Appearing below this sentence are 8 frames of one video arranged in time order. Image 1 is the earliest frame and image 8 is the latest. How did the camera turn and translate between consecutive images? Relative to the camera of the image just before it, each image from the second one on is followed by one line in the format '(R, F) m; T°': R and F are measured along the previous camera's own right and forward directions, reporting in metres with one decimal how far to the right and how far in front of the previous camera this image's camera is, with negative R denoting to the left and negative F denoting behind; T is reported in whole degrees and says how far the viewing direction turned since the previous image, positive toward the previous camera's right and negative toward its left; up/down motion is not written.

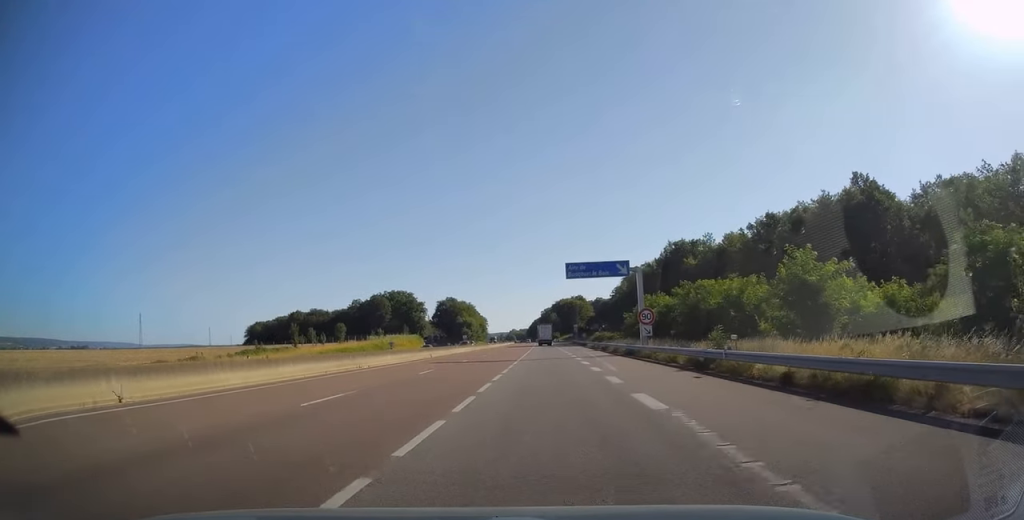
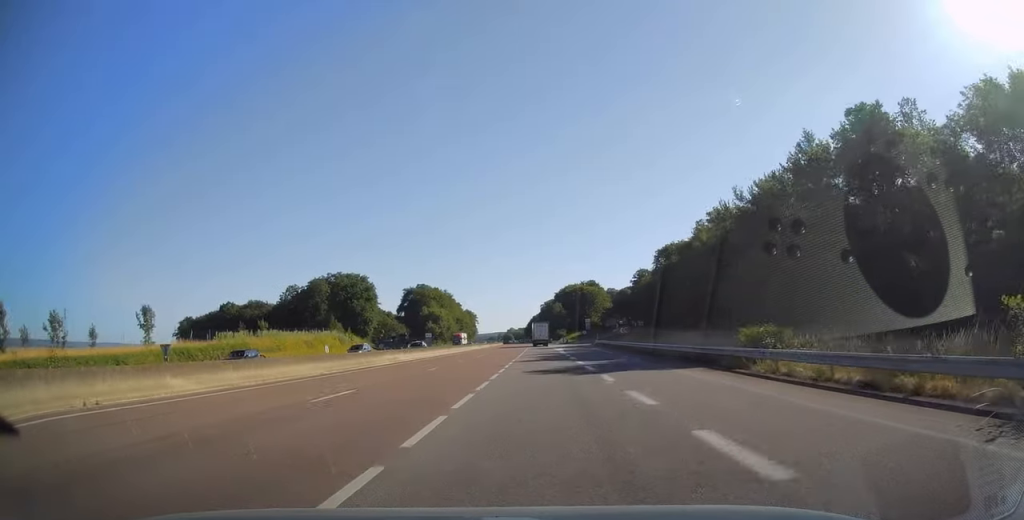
(-0.2, +76.3) m; 0°
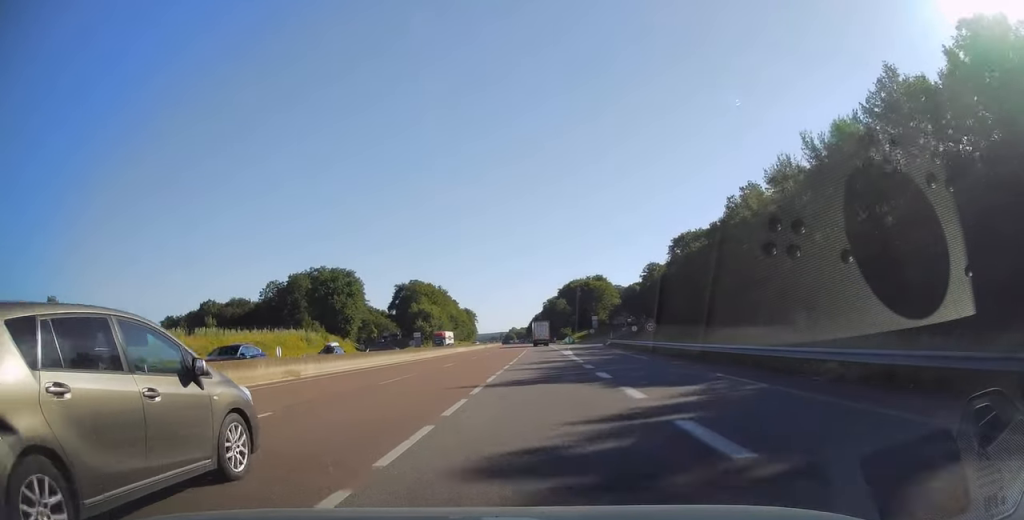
(+0.2, +18.2) m; 0°
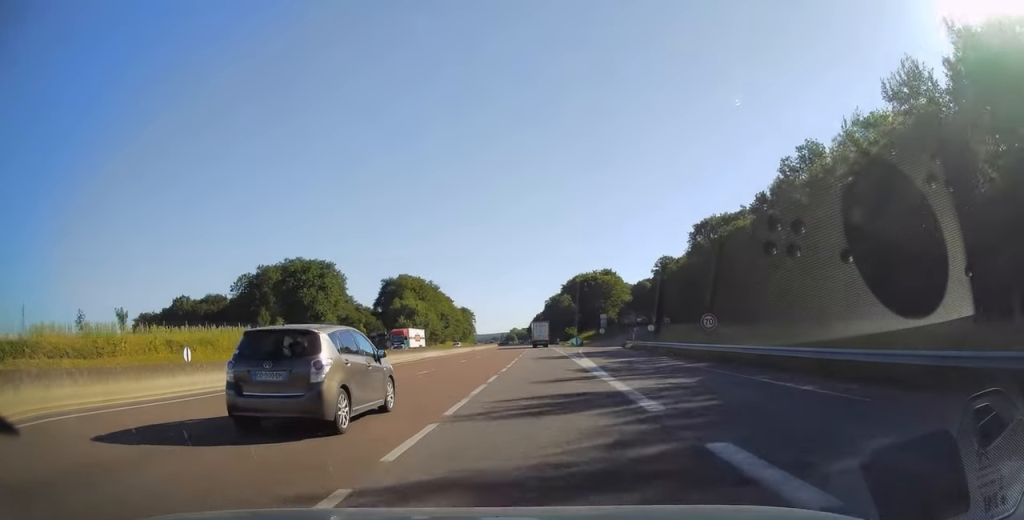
(-0.1, +21.2) m; 0°
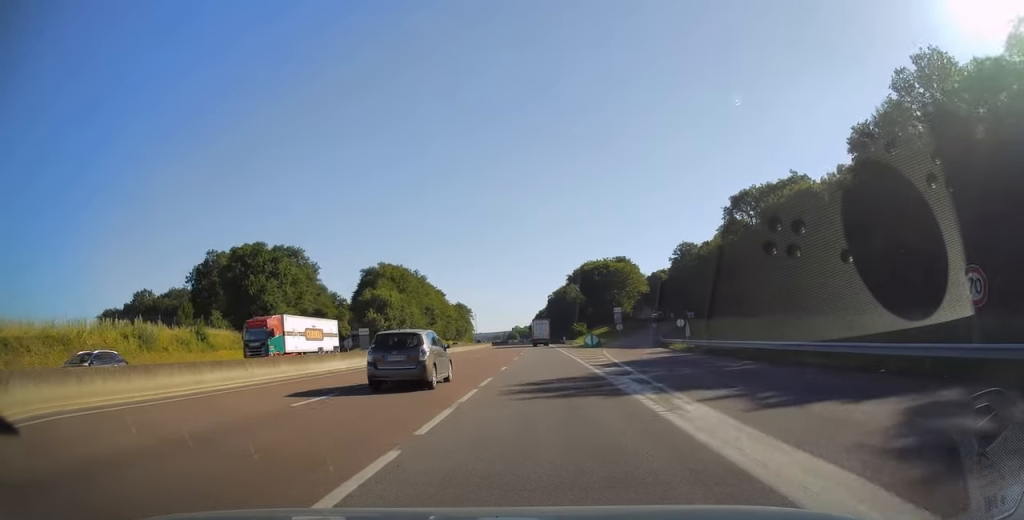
(-0.1, +26.2) m; 0°
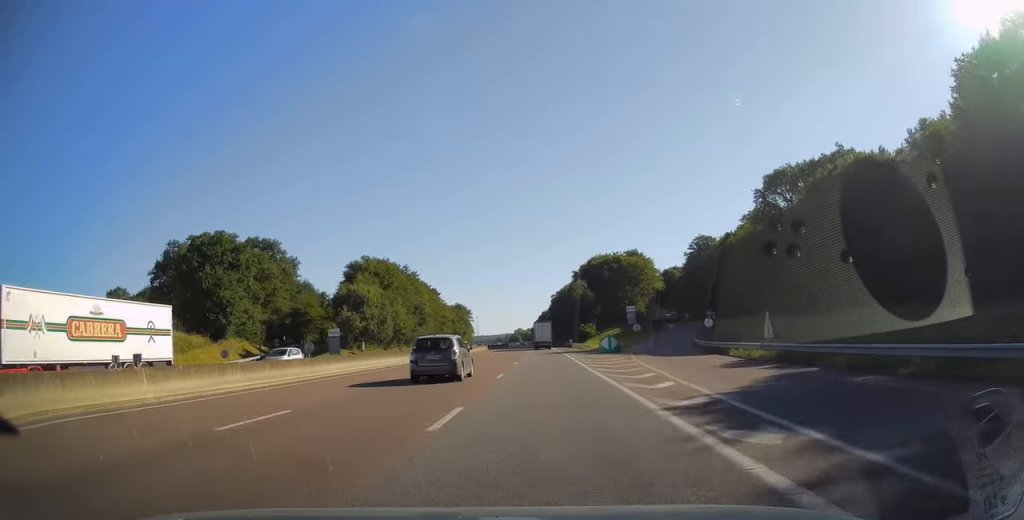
(0.0, +16.3) m; 0°
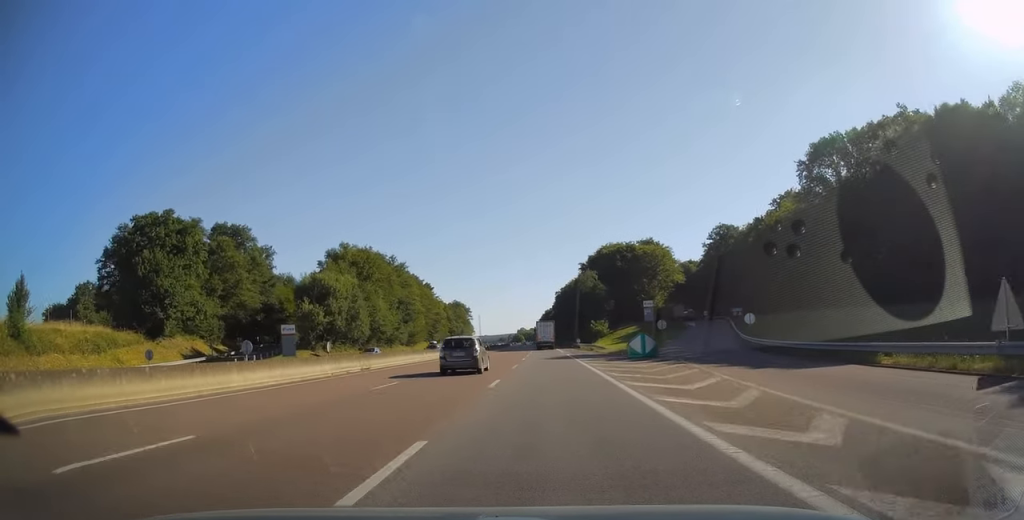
(0.0, +16.8) m; 0°
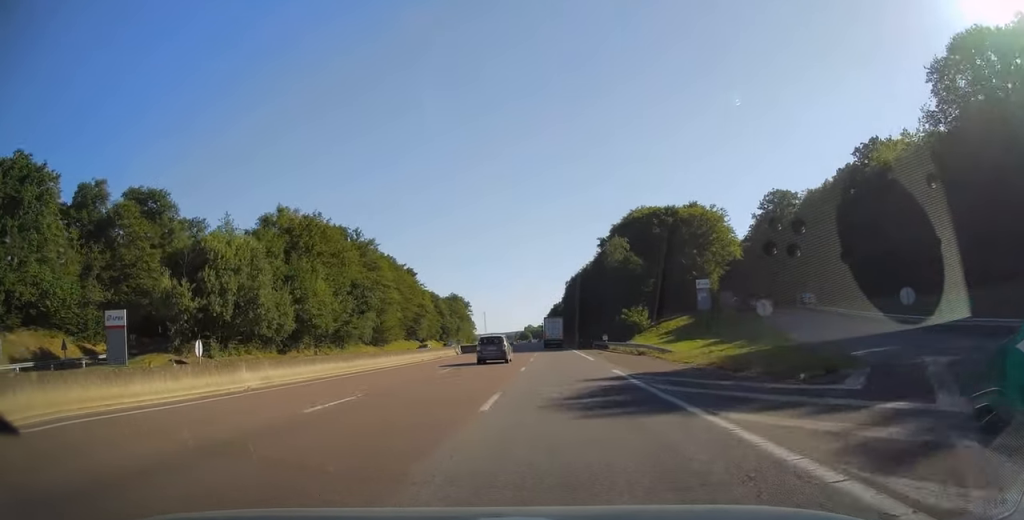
(-0.2, +31.9) m; -1°
